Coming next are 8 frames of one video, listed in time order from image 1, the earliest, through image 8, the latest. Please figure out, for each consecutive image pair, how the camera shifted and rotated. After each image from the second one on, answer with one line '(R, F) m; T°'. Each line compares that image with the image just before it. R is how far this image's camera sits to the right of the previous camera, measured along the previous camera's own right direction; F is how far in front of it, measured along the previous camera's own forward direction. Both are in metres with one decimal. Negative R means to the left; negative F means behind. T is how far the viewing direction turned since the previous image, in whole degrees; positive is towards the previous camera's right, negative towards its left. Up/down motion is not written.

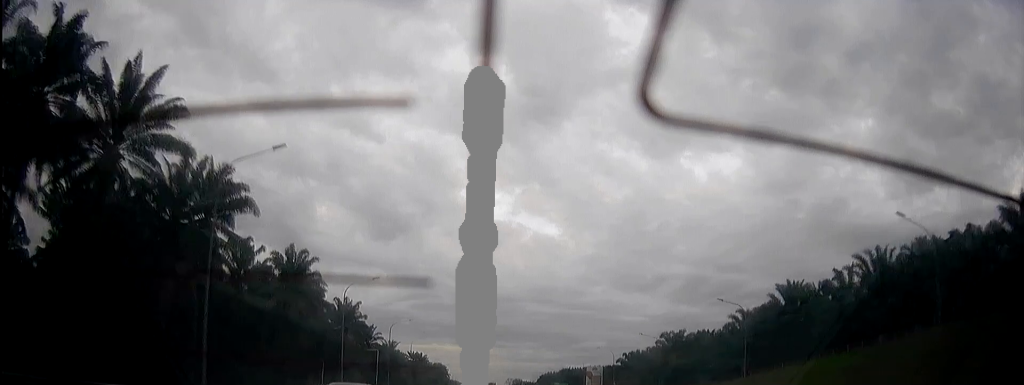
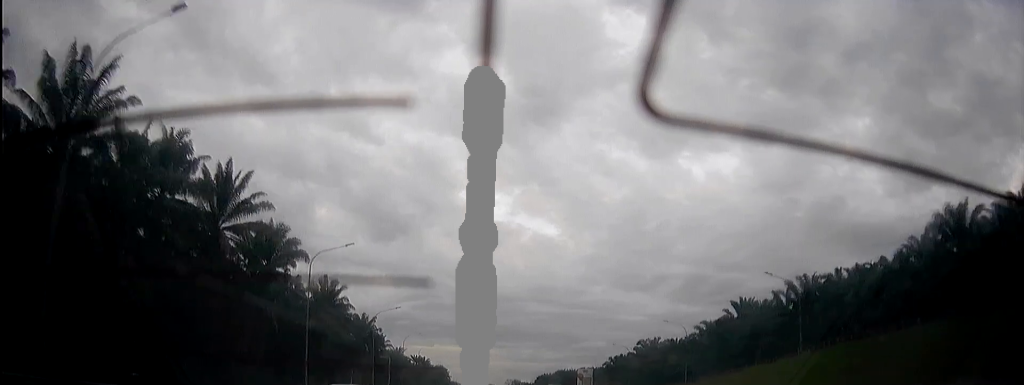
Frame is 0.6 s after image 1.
(0.0, +19.0) m; 0°
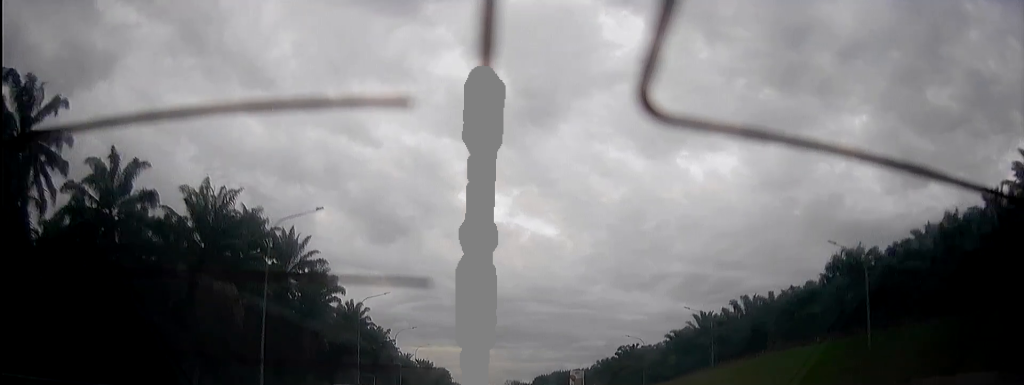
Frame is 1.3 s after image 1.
(0.0, +19.0) m; 0°
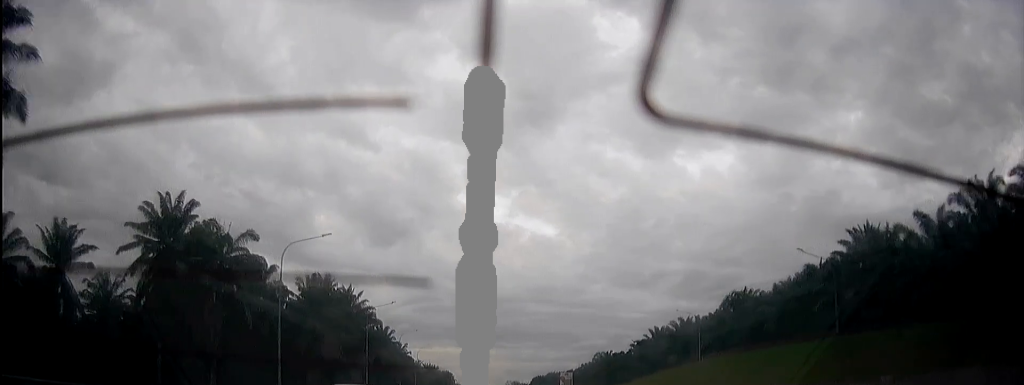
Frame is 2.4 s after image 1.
(+0.1, +34.5) m; 0°
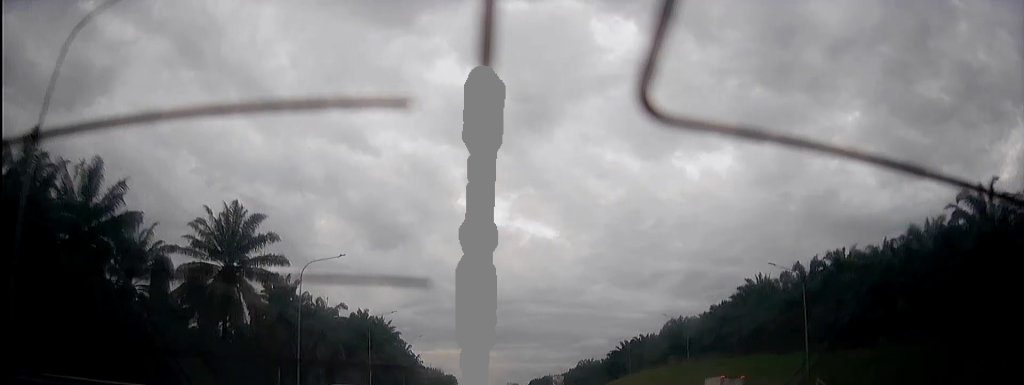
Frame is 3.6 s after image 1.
(0.0, +33.3) m; 0°
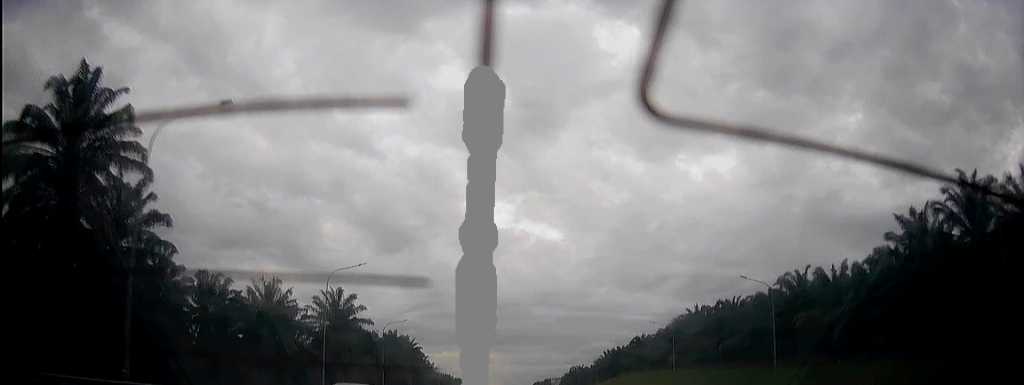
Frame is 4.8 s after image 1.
(+0.1, +36.8) m; 0°
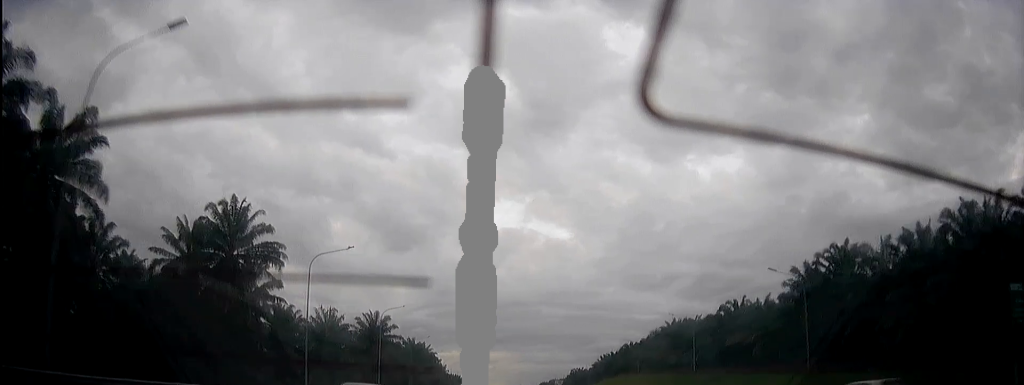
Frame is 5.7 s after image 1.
(+0.1, +26.1) m; +1°
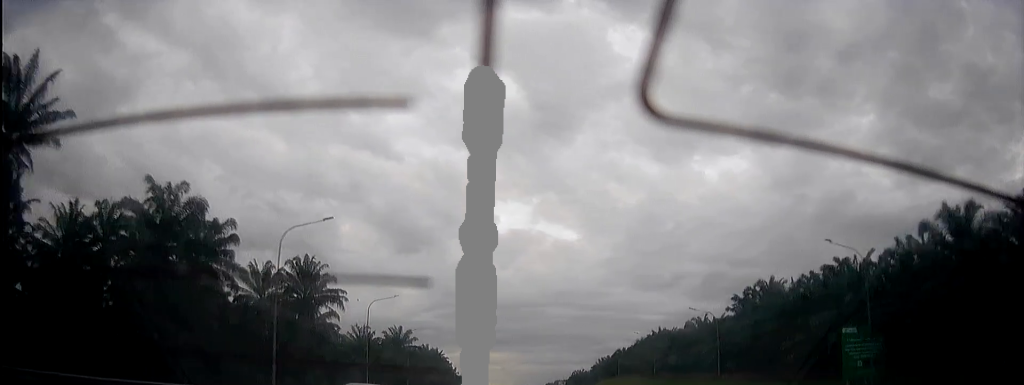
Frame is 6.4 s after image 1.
(+0.1, +20.2) m; +1°
